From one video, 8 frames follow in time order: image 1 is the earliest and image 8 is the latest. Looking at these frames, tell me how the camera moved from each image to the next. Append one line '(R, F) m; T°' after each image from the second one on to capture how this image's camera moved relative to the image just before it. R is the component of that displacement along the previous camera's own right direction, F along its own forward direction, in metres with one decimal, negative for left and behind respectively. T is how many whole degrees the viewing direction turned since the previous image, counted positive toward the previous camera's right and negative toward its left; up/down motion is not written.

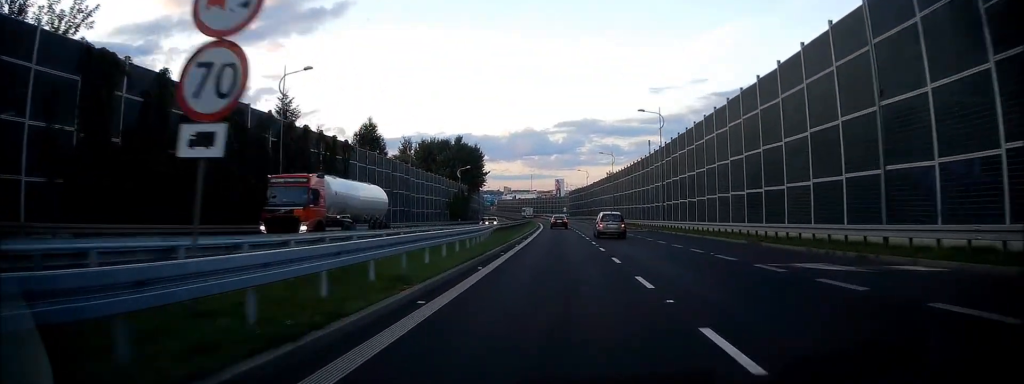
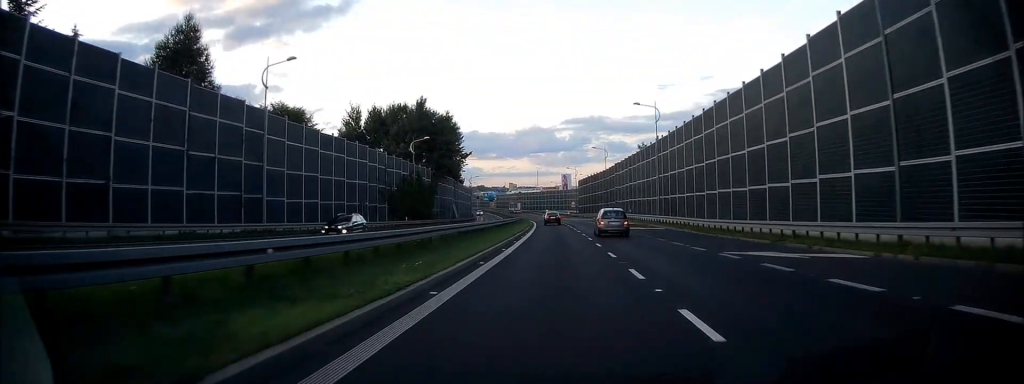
(0.0, +40.9) m; 0°
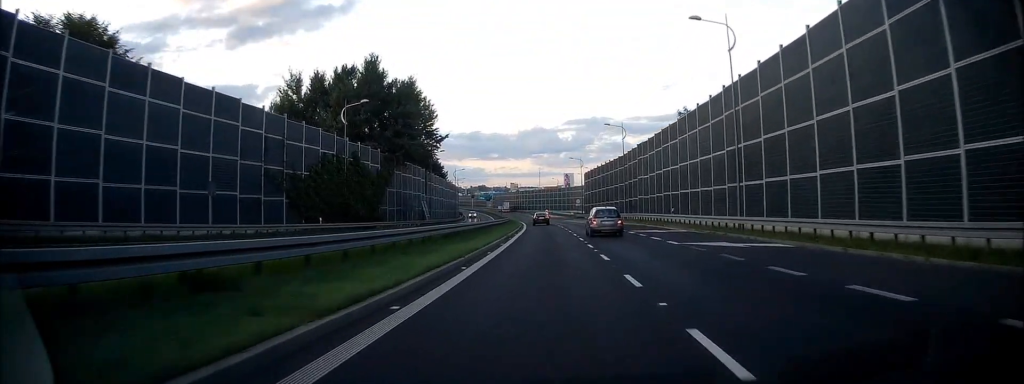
(-0.1, +25.4) m; 0°
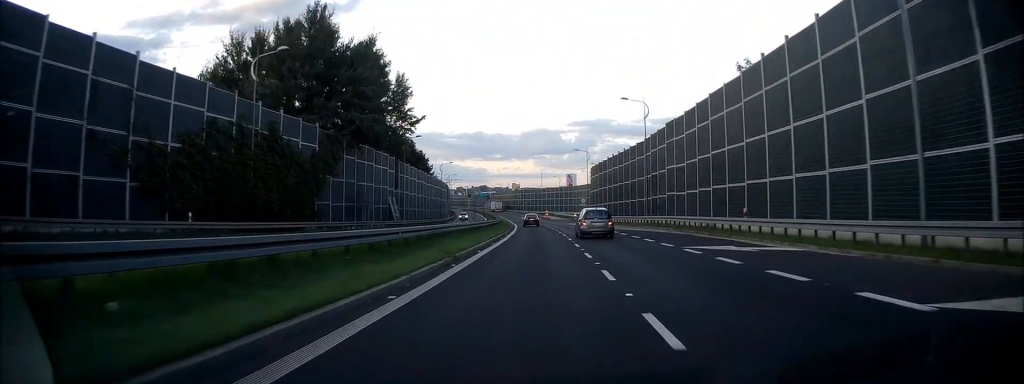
(0.0, +16.9) m; 0°
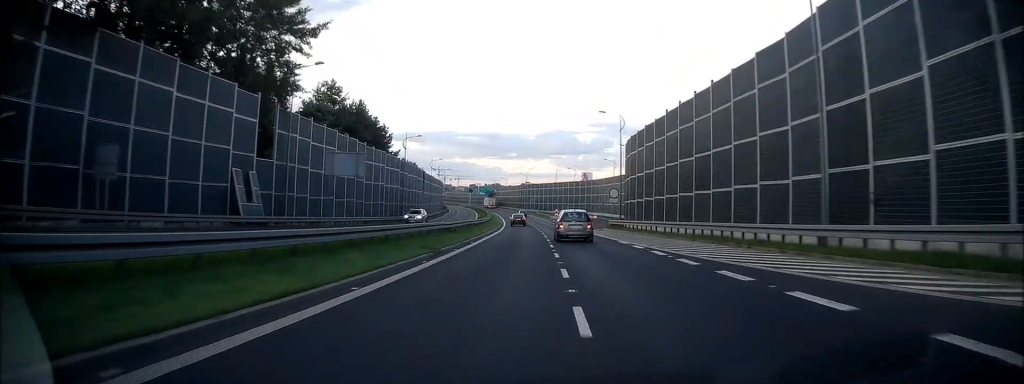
(-0.3, +35.3) m; -1°
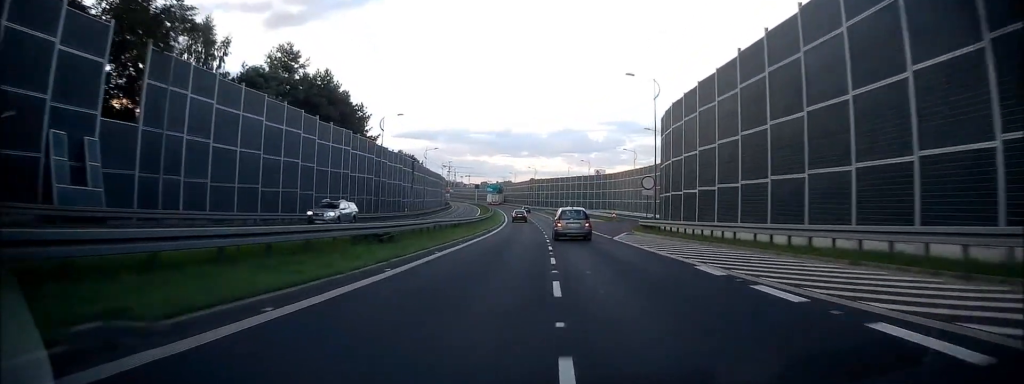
(0.0, +15.1) m; -1°
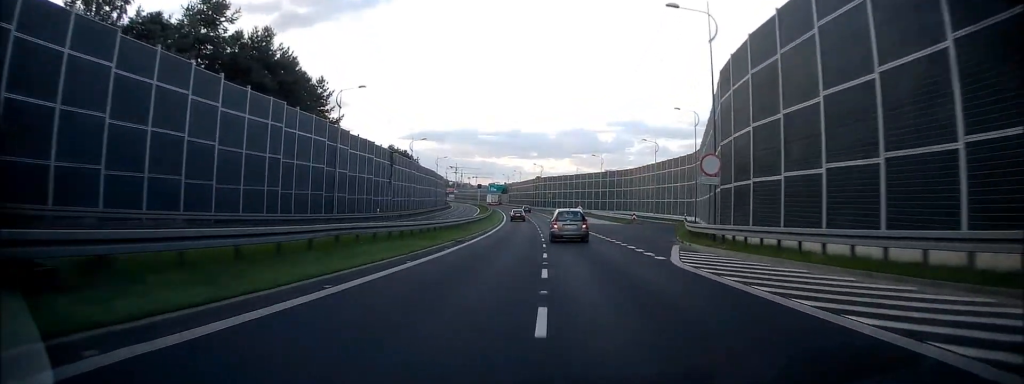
(-0.2, +15.0) m; -1°
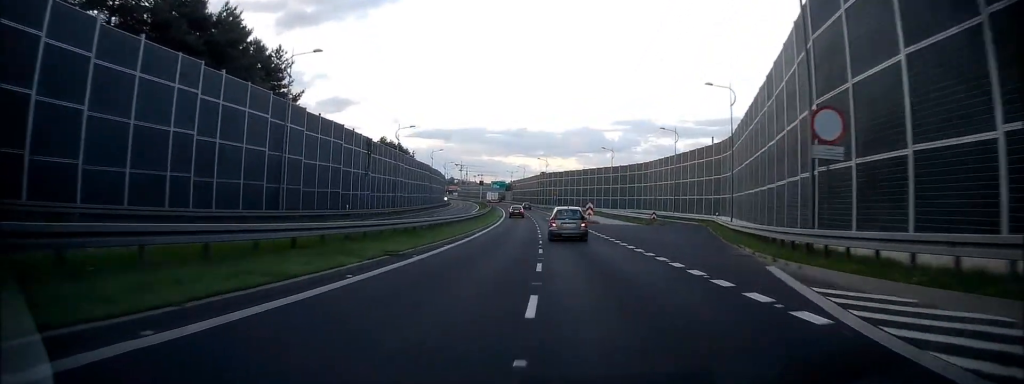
(0.0, +10.8) m; -1°
